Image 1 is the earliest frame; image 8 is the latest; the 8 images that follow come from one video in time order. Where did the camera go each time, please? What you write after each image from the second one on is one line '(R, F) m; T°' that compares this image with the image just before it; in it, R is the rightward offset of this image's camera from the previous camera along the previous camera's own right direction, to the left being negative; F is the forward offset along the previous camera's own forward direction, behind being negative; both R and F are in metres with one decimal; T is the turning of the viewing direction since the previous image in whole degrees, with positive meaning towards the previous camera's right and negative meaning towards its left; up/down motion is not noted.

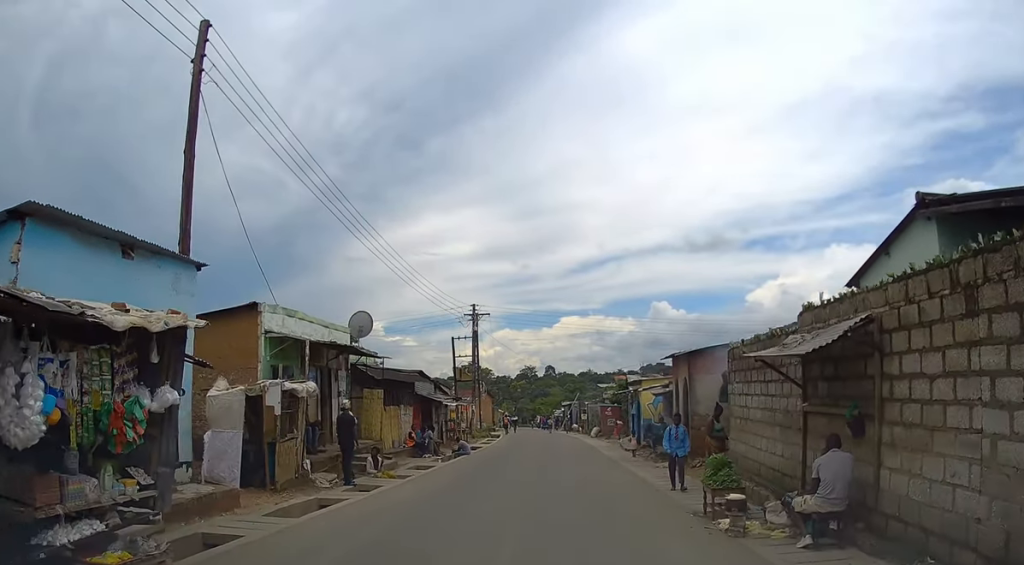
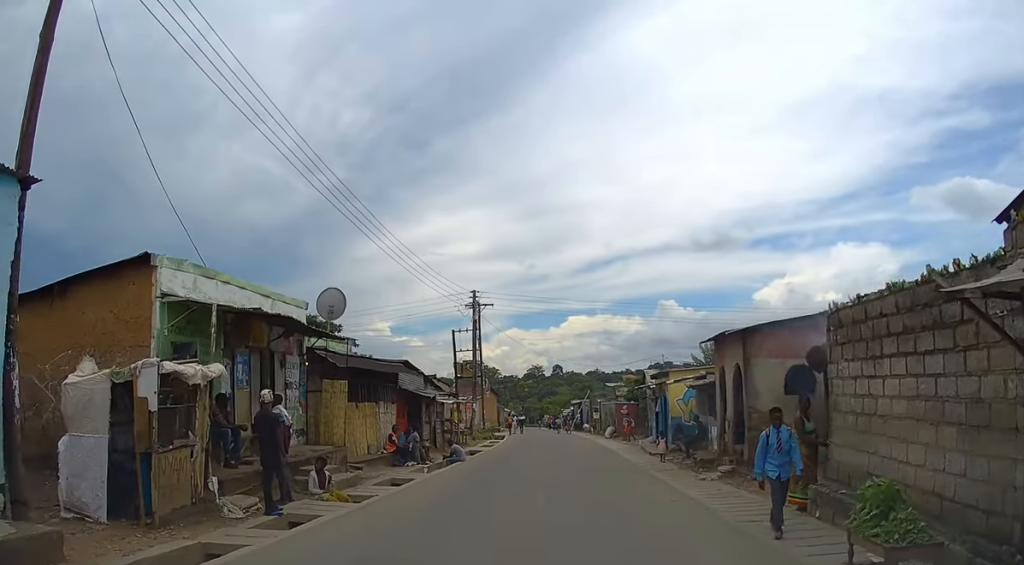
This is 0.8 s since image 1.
(-0.1, +4.6) m; 0°
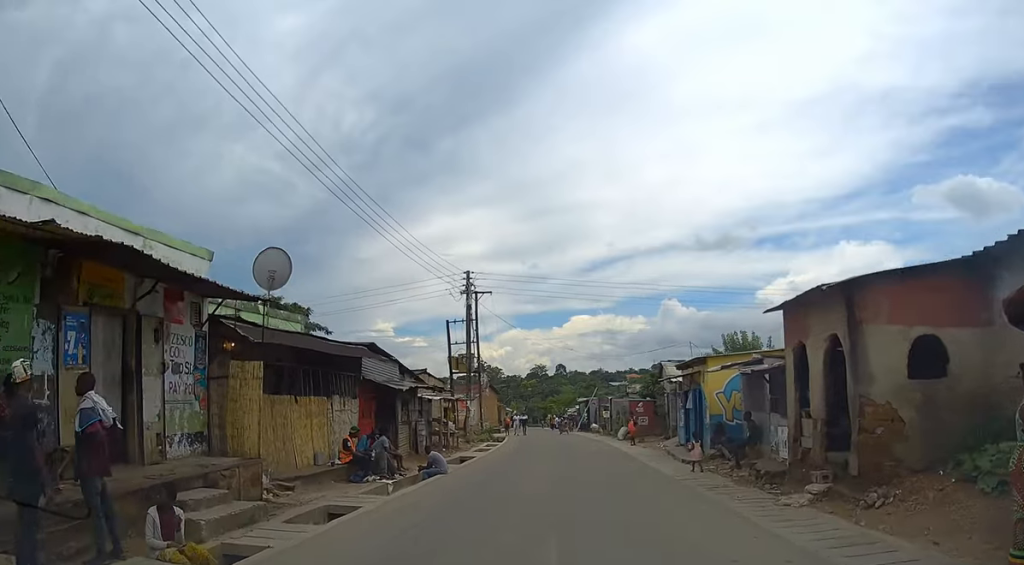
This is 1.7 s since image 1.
(0.0, +5.2) m; +1°
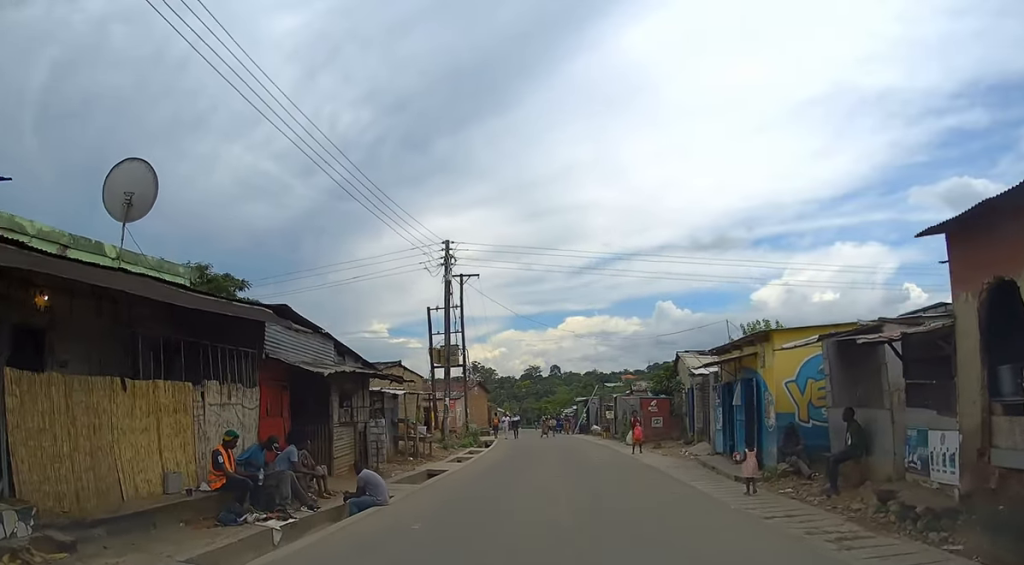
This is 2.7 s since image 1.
(+0.1, +6.1) m; 0°
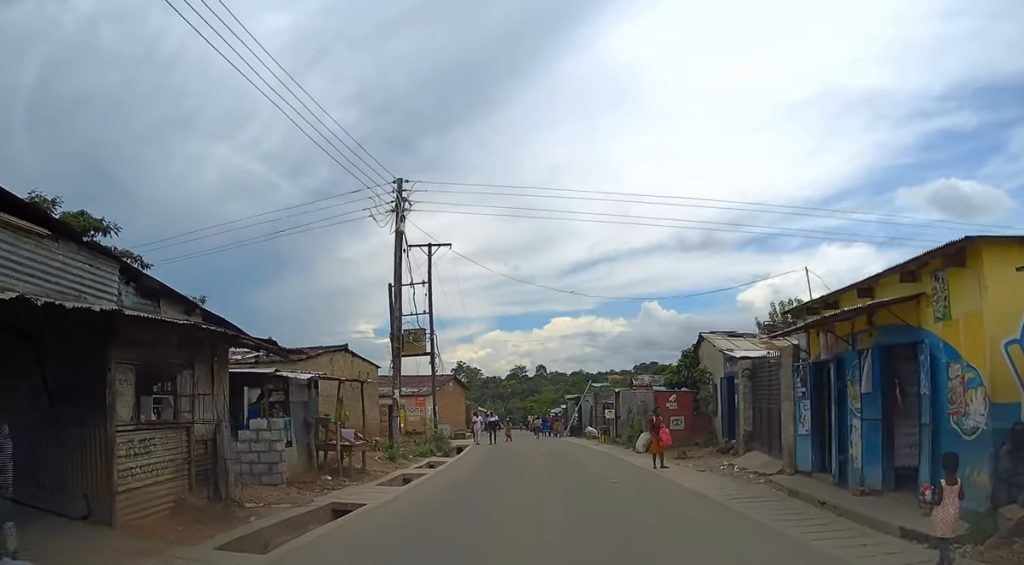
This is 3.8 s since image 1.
(0.0, +7.4) m; 0°
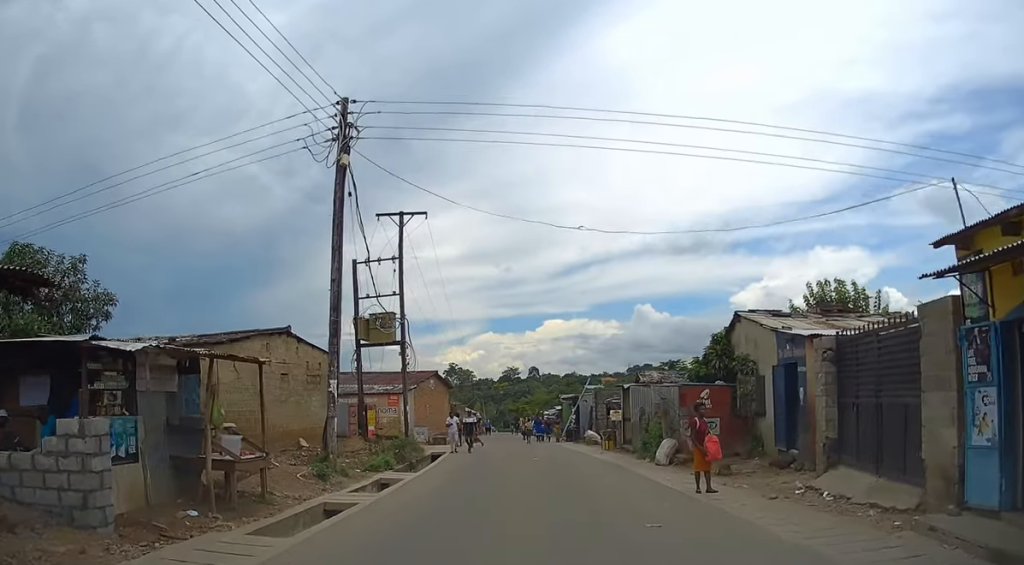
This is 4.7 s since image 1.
(+0.1, +5.9) m; +1°
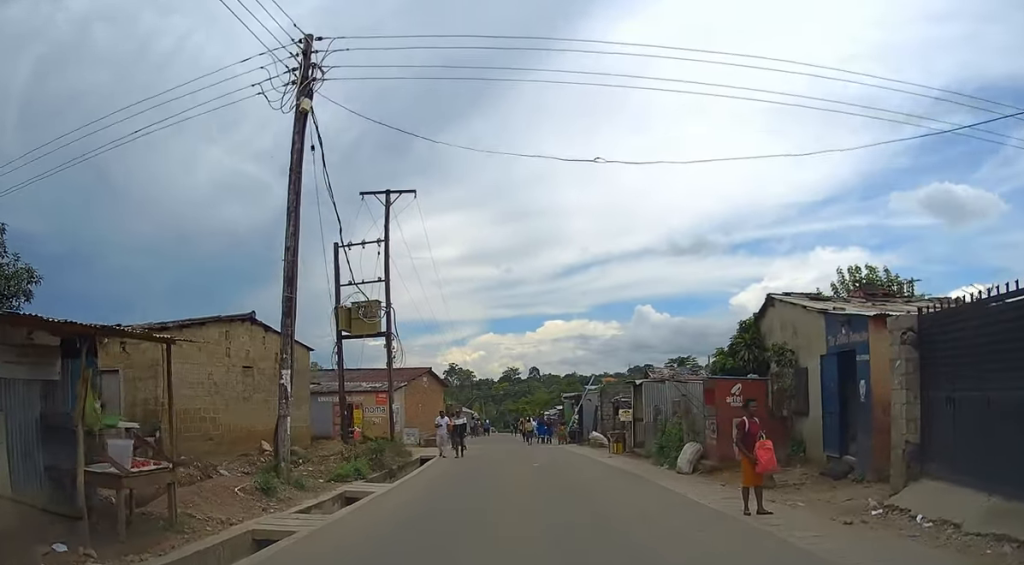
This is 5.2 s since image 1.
(0.0, +3.0) m; 0°
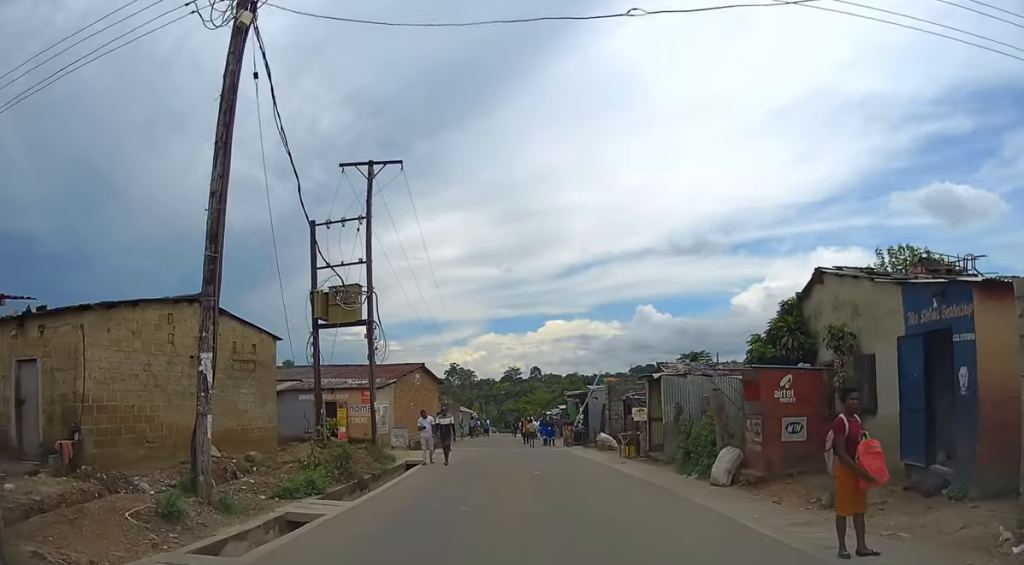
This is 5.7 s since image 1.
(0.0, +3.1) m; 0°
